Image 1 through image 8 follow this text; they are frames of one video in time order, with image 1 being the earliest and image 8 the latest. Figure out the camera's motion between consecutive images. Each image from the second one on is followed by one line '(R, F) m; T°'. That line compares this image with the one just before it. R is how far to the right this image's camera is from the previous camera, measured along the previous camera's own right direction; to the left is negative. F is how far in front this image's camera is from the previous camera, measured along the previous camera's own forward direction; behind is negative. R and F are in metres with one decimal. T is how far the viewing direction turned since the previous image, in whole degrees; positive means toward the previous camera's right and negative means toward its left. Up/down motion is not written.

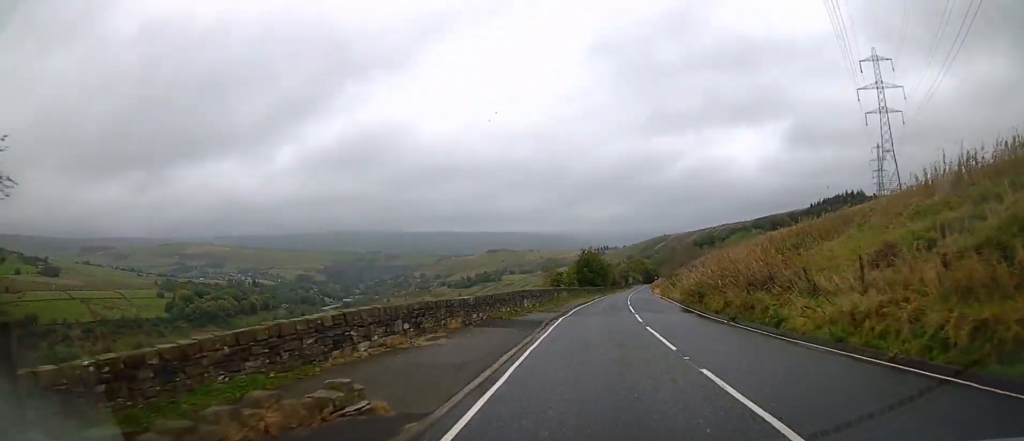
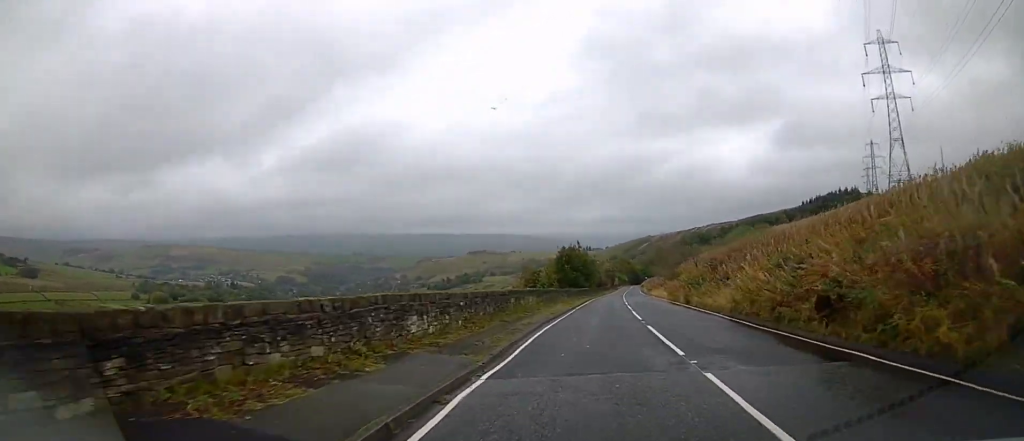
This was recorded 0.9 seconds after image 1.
(+0.1, +16.2) m; +1°
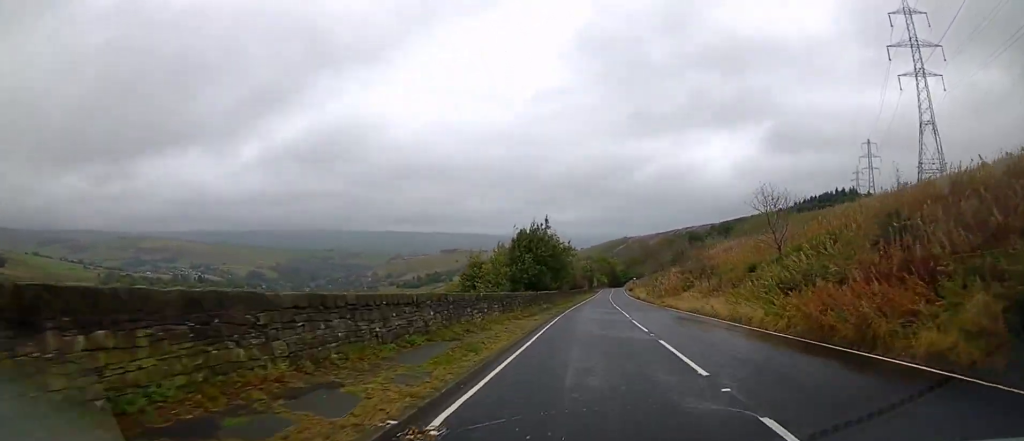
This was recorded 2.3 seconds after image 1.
(+0.9, +28.7) m; +3°
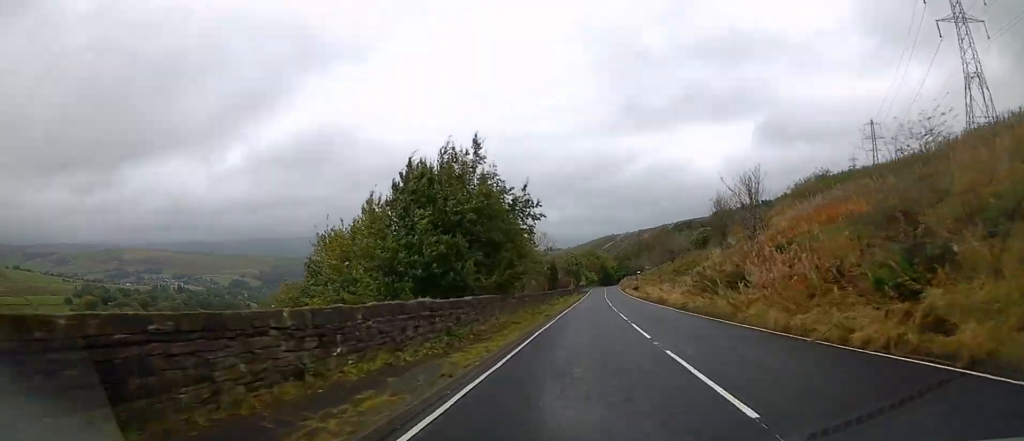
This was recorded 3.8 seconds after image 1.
(+0.3, +28.9) m; +1°
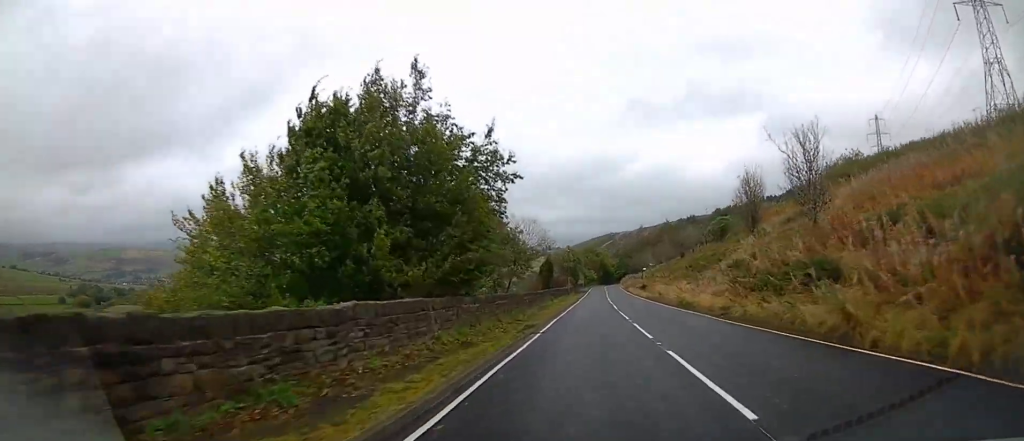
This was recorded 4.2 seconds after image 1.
(+0.1, +8.6) m; +1°
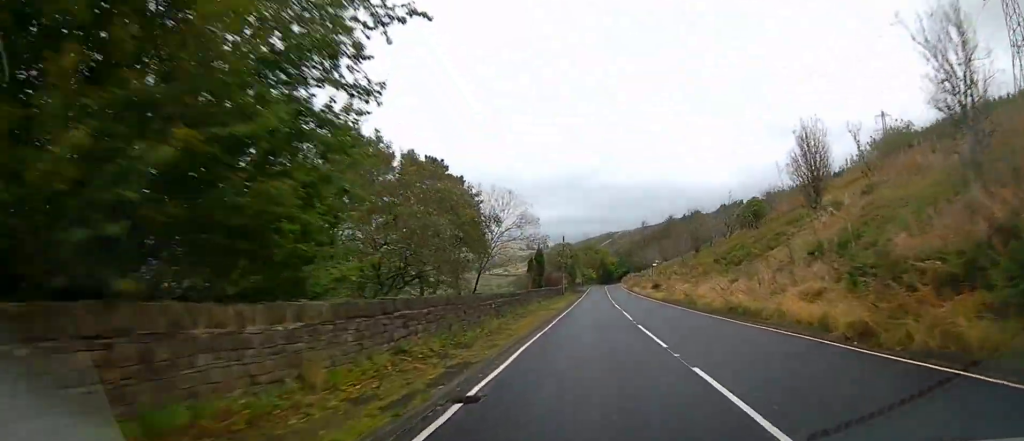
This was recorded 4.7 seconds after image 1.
(+0.1, +10.7) m; 0°
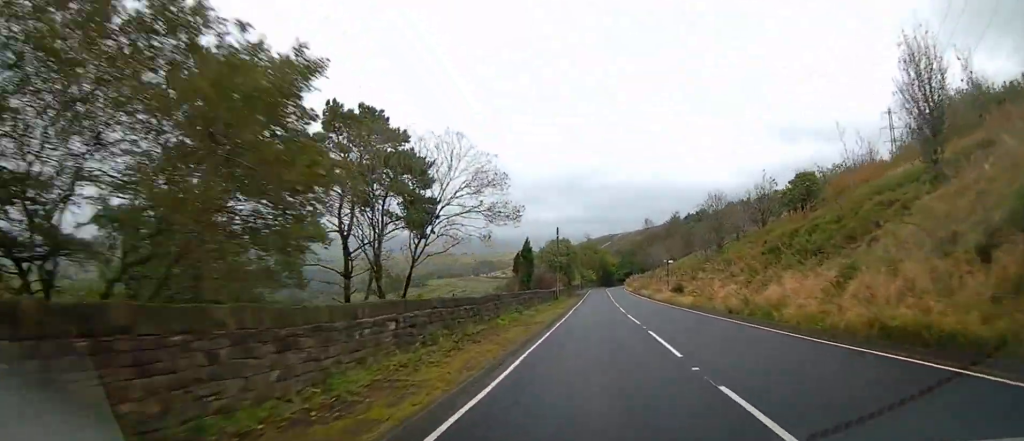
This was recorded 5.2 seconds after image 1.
(+0.1, +10.6) m; 0°
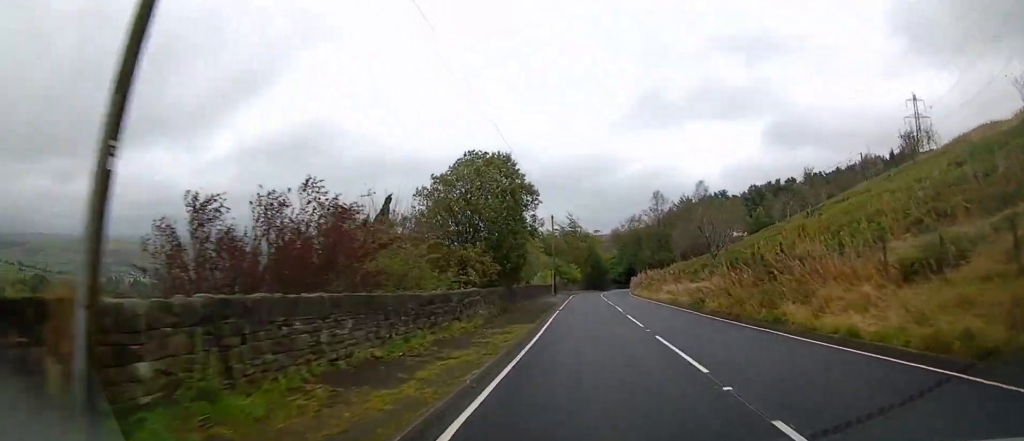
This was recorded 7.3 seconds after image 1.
(0.0, +44.5) m; +1°
